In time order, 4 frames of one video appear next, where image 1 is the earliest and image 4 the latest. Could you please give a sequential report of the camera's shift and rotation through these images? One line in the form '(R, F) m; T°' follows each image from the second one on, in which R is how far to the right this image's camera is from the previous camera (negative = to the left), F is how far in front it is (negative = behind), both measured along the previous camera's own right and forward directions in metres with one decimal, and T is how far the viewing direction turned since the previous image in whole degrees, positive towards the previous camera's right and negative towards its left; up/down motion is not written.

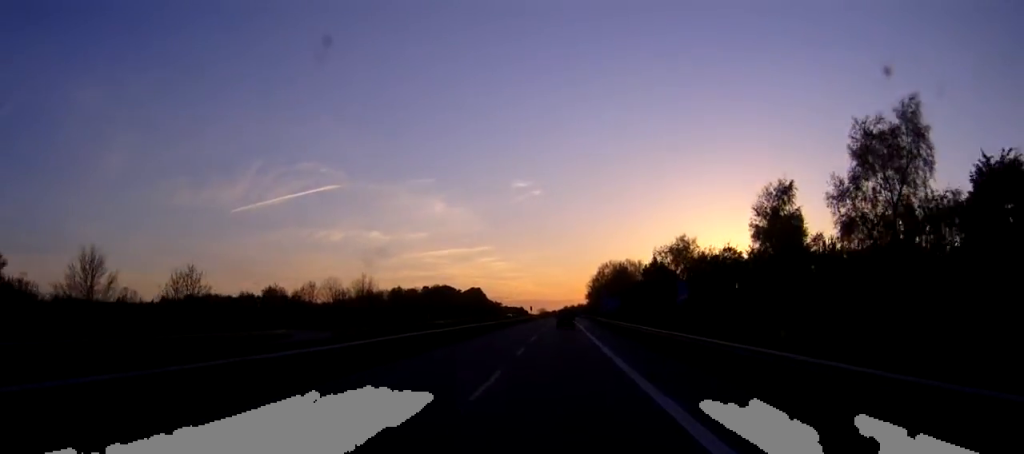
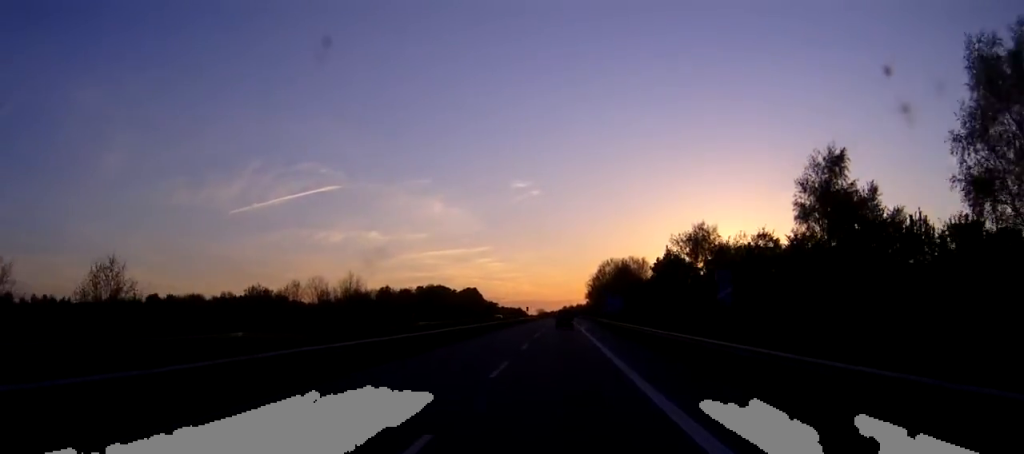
(0.0, +10.9) m; 0°
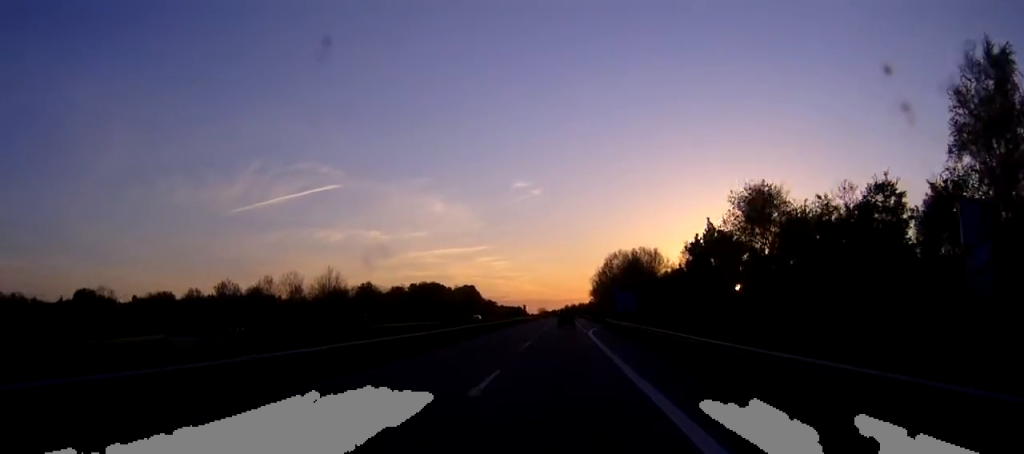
(0.0, +19.1) m; 0°
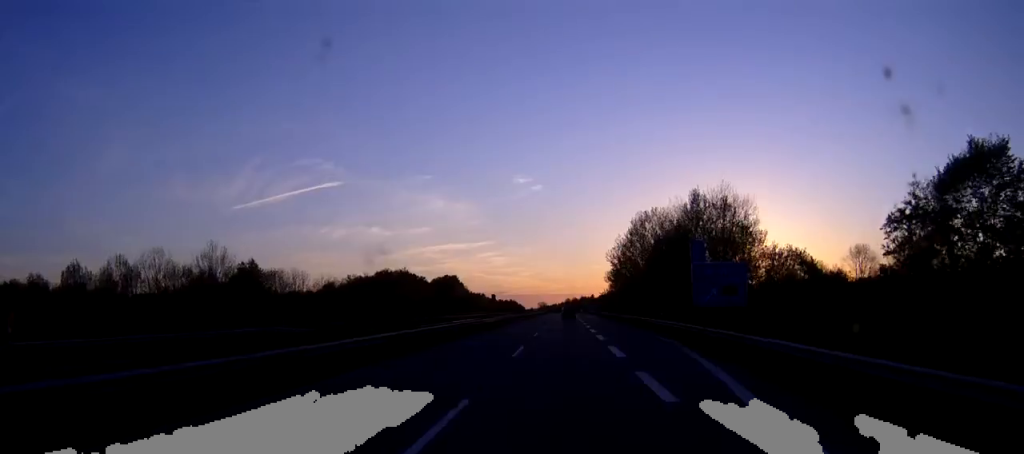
(-0.1, +61.1) m; 0°
